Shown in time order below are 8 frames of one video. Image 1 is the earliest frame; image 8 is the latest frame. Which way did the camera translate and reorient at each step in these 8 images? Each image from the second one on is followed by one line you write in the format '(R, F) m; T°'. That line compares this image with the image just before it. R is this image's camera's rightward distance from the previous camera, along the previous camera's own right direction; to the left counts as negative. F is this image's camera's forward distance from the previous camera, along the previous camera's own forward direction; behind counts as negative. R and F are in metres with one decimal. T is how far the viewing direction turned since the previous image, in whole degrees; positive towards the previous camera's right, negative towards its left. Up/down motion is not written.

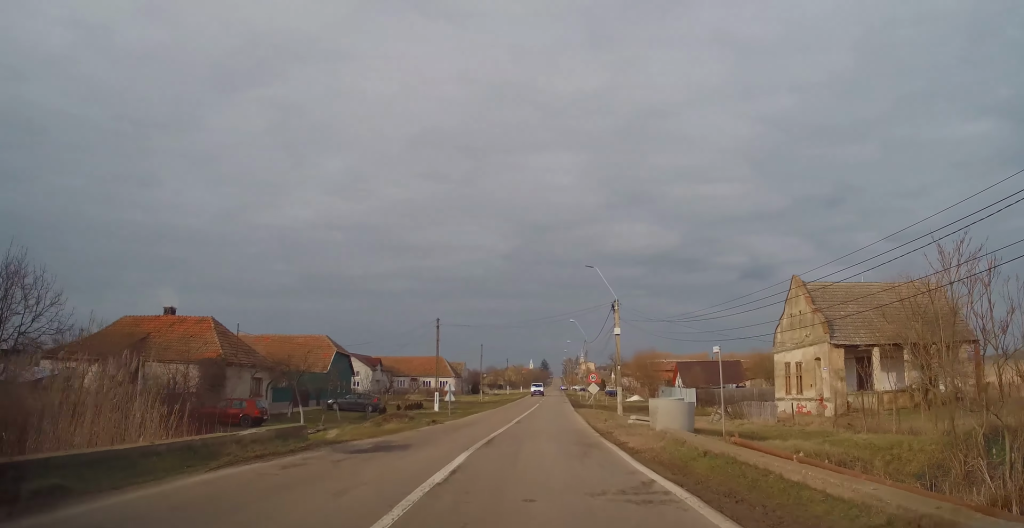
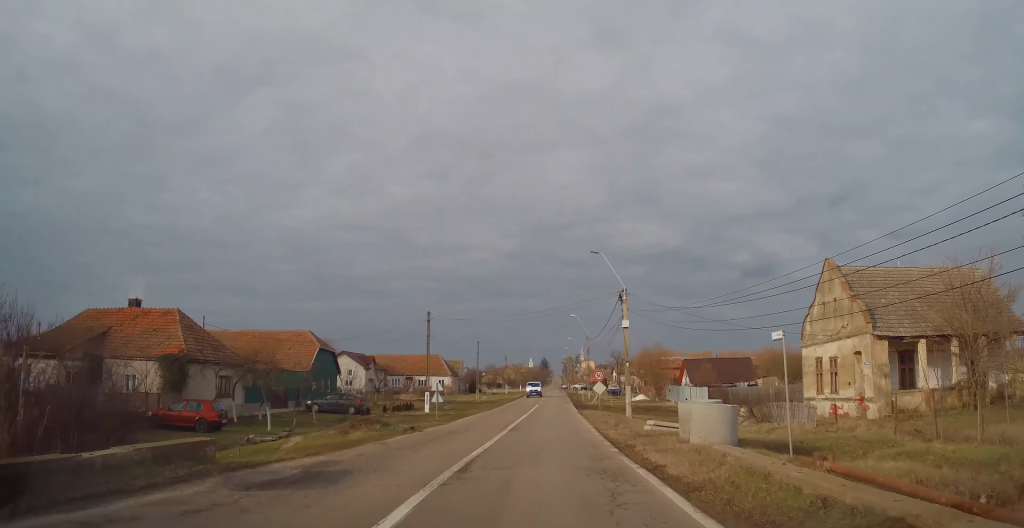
(0.0, +3.7) m; -1°
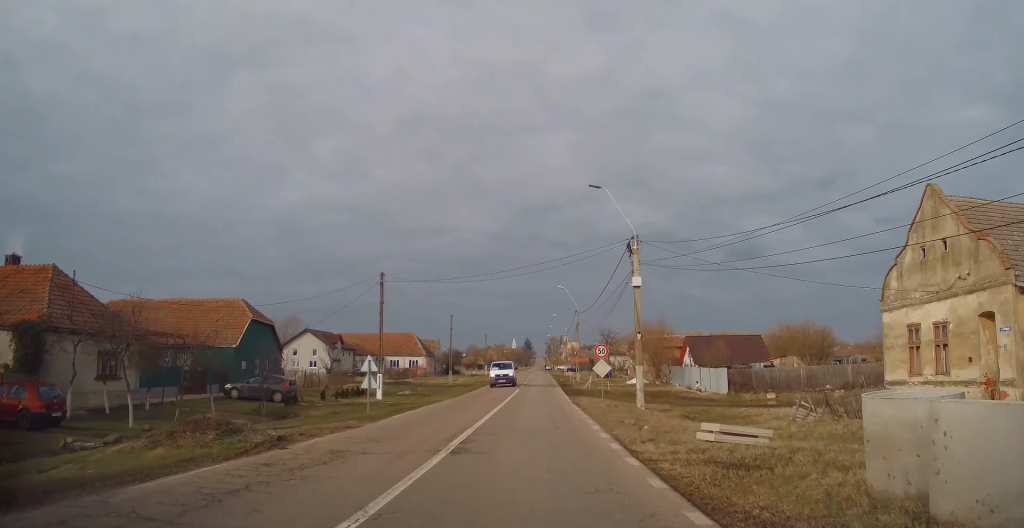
(-0.1, +8.7) m; -2°
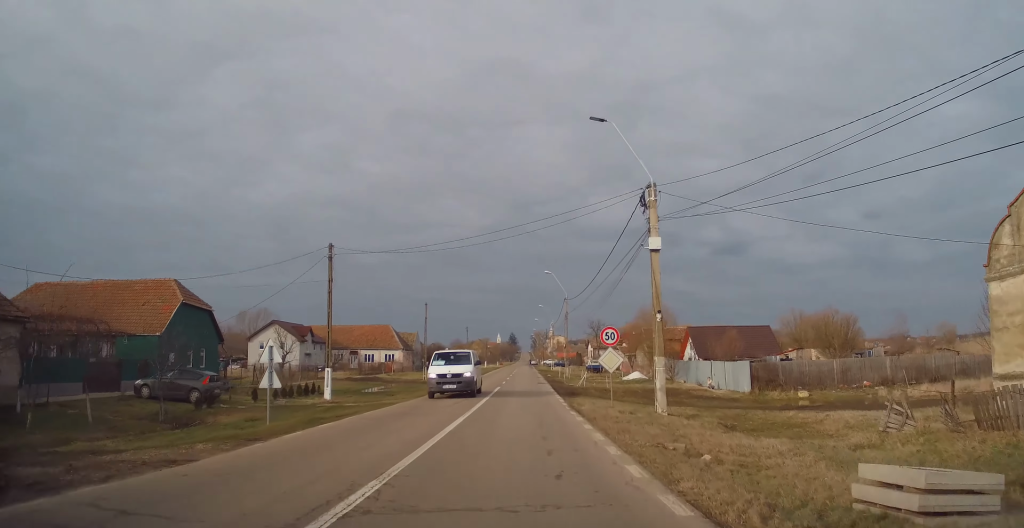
(-0.3, +7.0) m; 0°
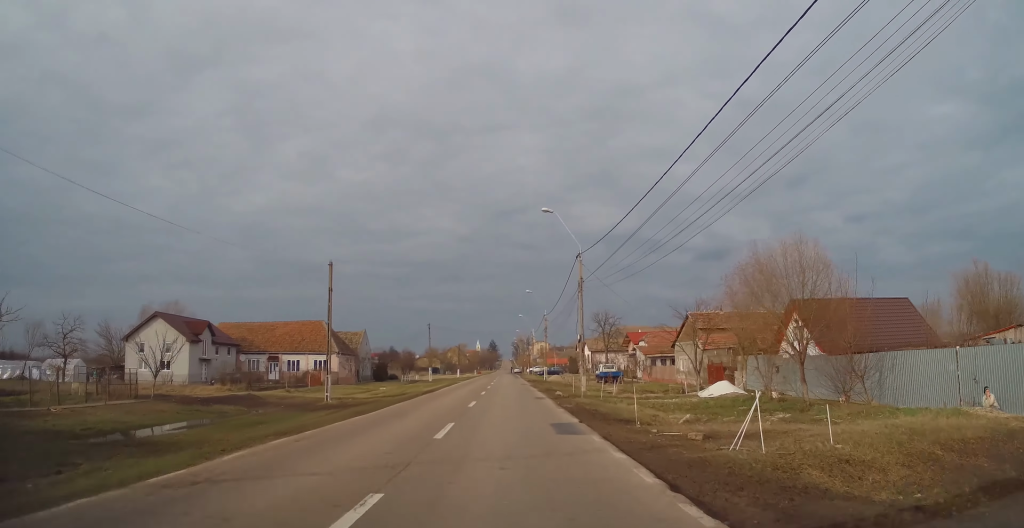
(+0.2, +26.2) m; 0°
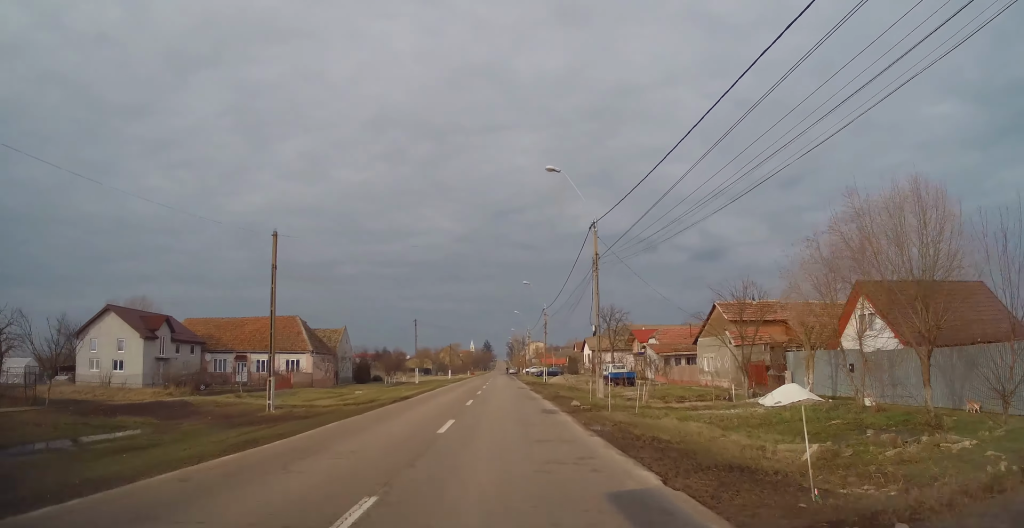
(0.0, +7.7) m; +1°
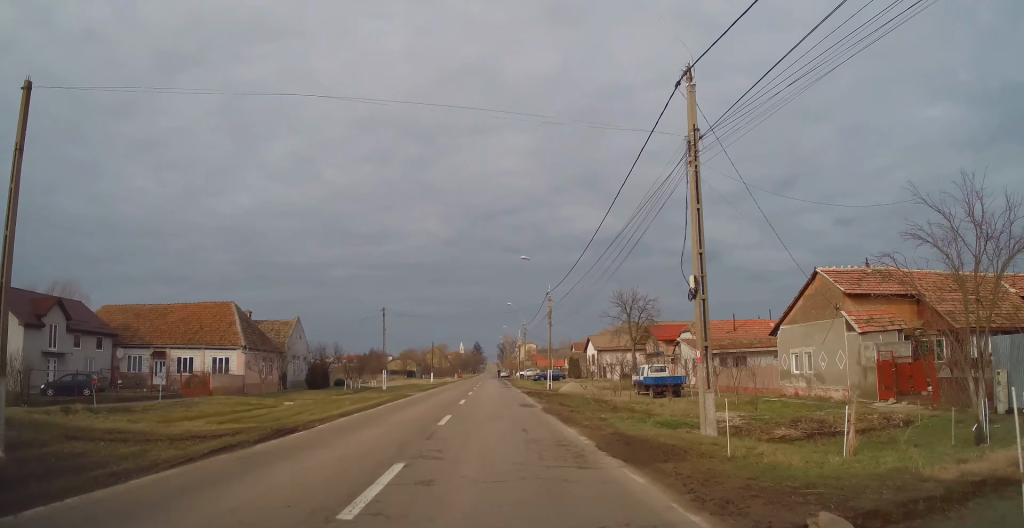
(+0.3, +16.0) m; +2°
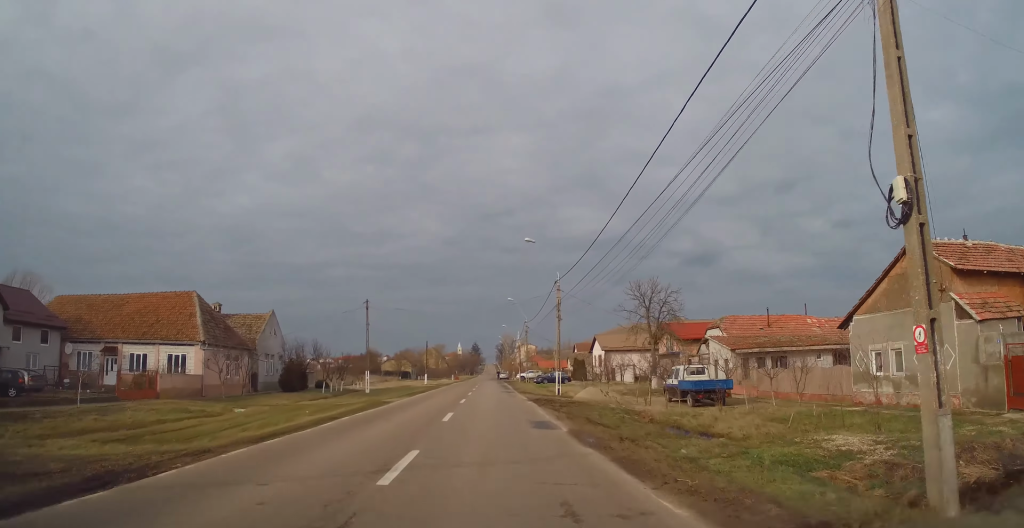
(+0.1, +7.4) m; 0°
